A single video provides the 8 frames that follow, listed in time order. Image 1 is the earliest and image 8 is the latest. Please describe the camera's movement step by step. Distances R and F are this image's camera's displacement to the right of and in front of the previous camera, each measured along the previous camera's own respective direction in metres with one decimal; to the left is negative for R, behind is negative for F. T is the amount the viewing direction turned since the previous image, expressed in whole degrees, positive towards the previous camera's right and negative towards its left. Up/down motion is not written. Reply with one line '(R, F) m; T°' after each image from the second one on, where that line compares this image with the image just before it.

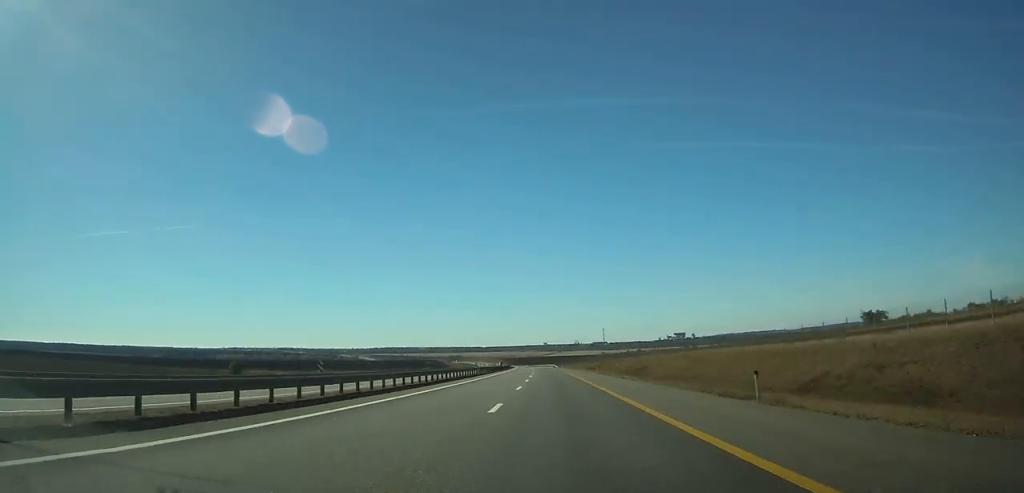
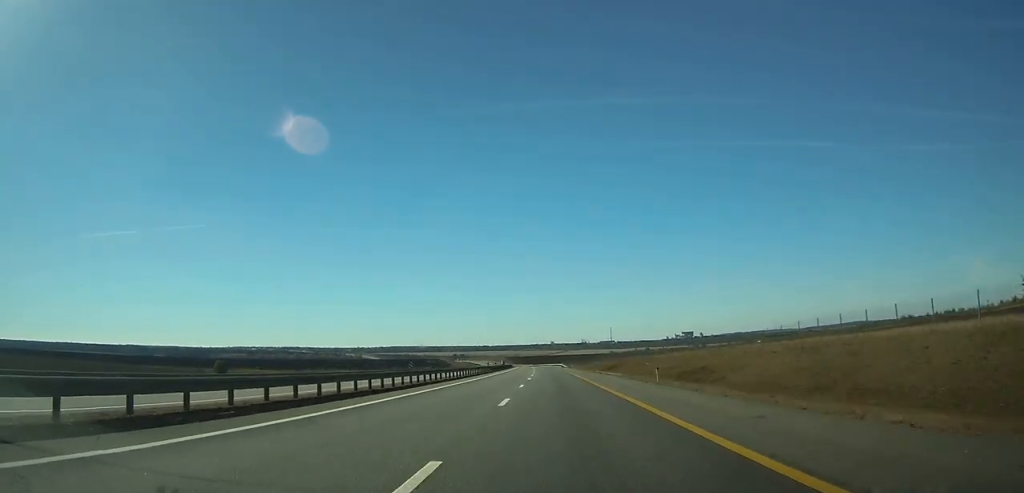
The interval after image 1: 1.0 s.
(-0.1, +33.6) m; 0°
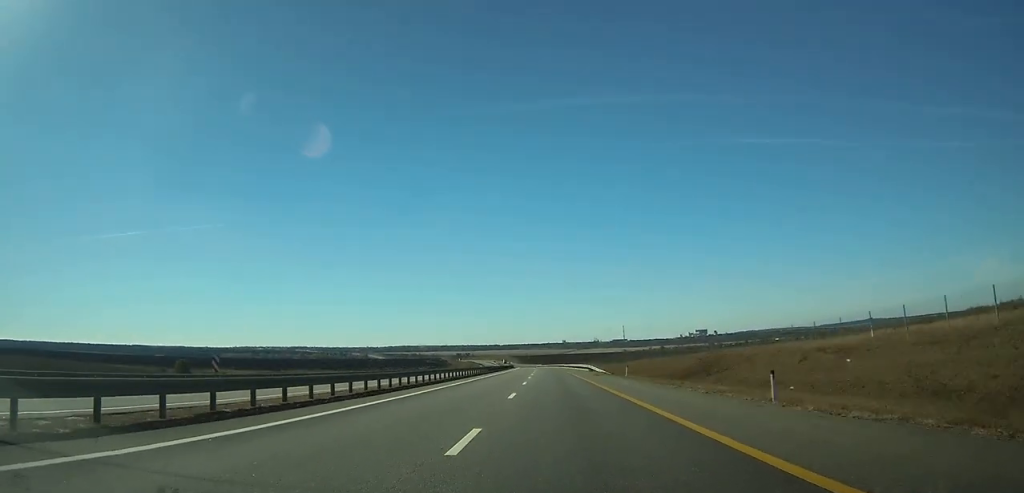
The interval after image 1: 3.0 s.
(-0.6, +67.3) m; -1°
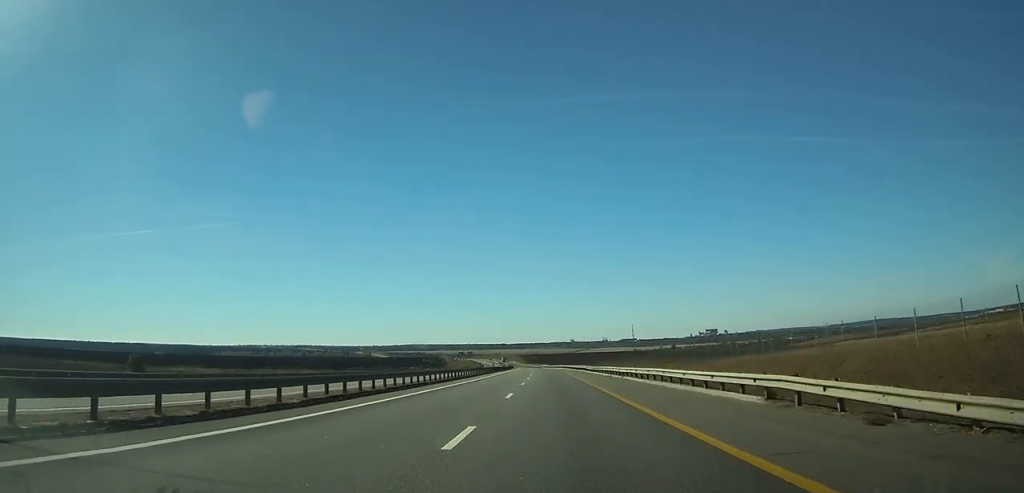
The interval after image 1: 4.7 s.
(-0.6, +58.5) m; -1°
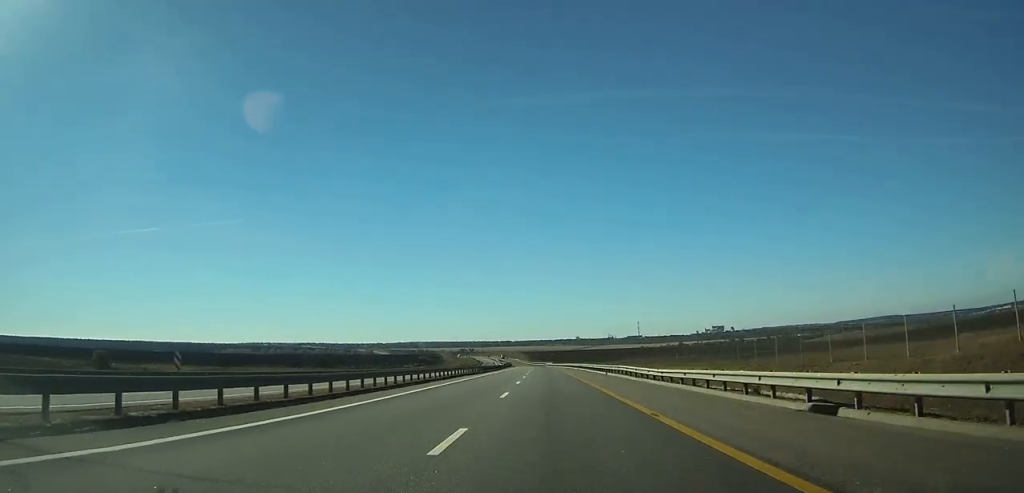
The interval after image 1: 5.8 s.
(-0.1, +36.0) m; -1°
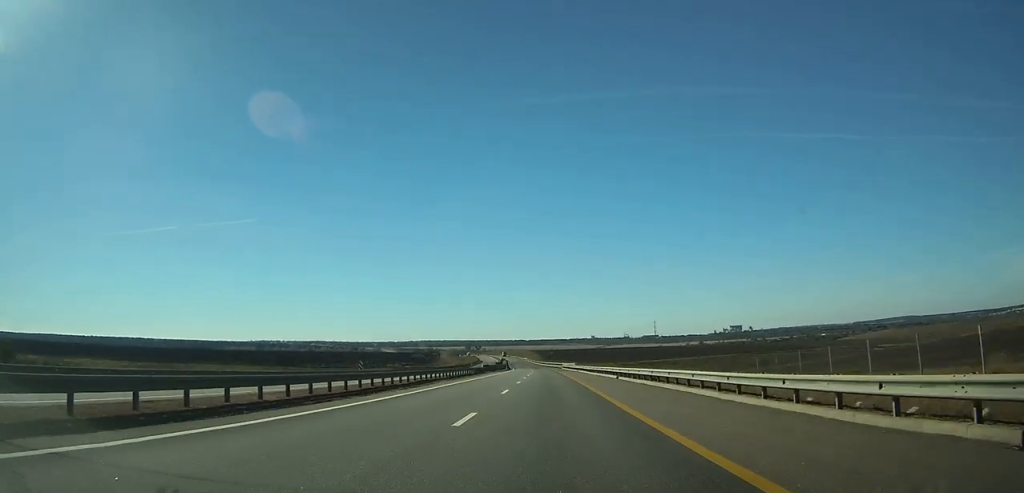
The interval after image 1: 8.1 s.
(-1.1, +78.9) m; -2°
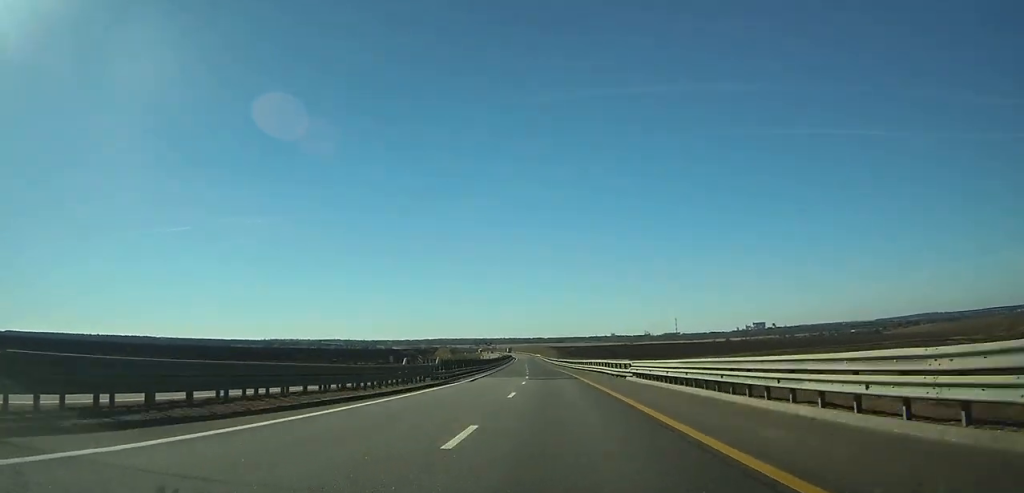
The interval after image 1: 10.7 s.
(-1.2, +85.6) m; -2°
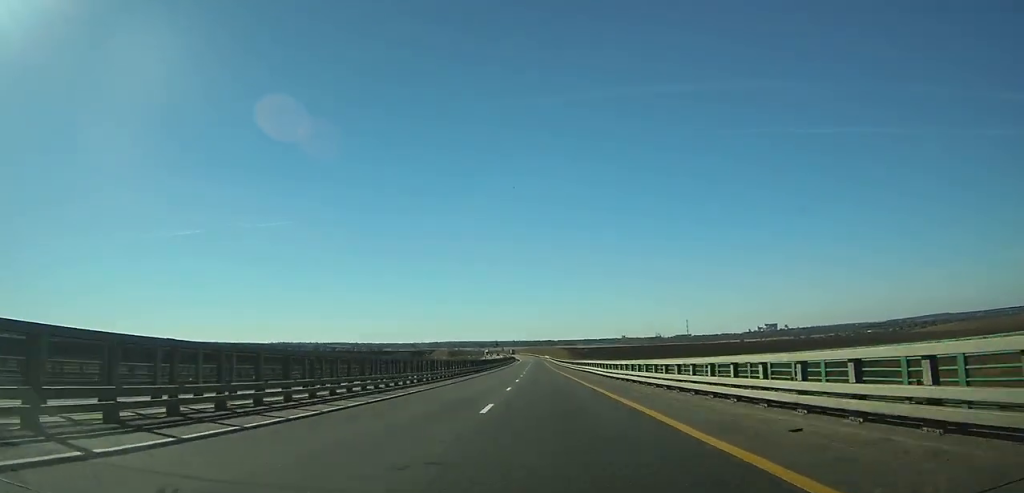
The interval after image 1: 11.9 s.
(-0.2, +40.5) m; -1°
